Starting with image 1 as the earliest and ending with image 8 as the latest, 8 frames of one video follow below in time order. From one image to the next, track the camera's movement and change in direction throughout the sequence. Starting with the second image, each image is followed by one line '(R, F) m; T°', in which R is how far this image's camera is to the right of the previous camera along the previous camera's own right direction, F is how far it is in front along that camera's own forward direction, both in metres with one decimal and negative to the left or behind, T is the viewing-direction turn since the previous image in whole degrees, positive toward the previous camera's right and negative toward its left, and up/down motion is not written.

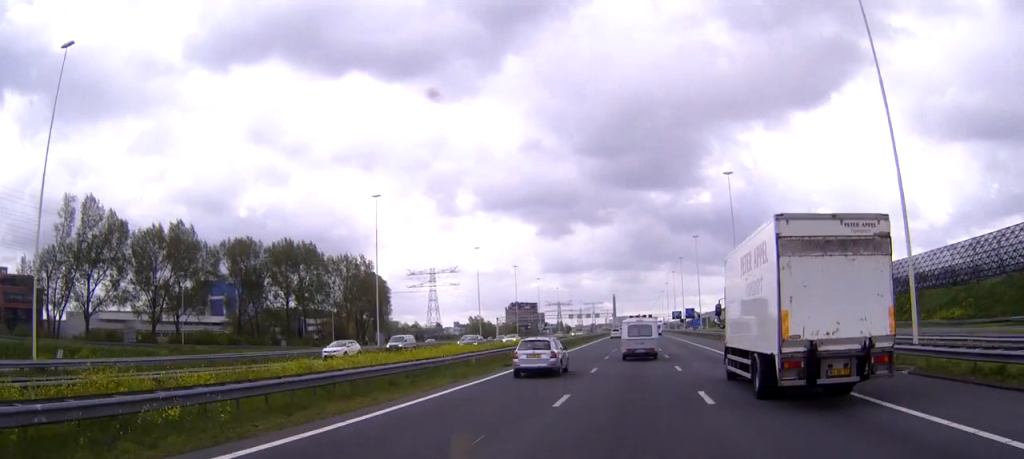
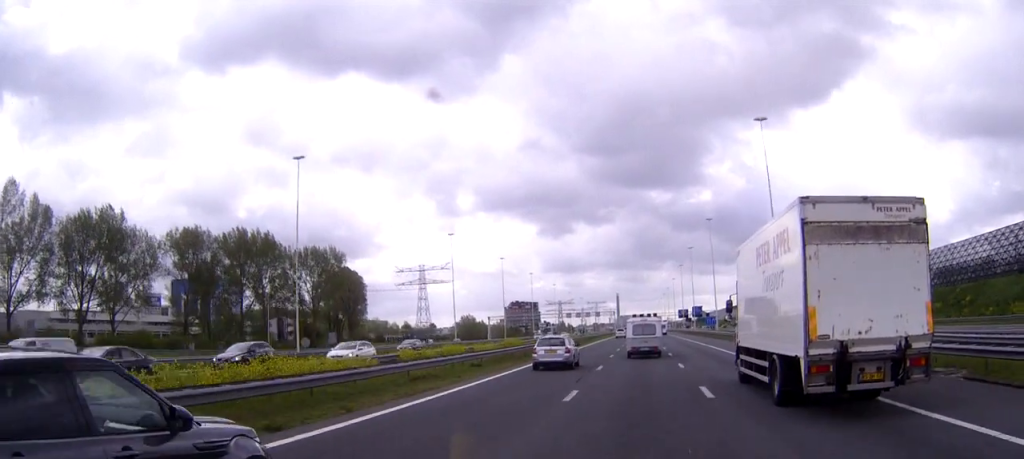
(0.0, +24.3) m; 0°
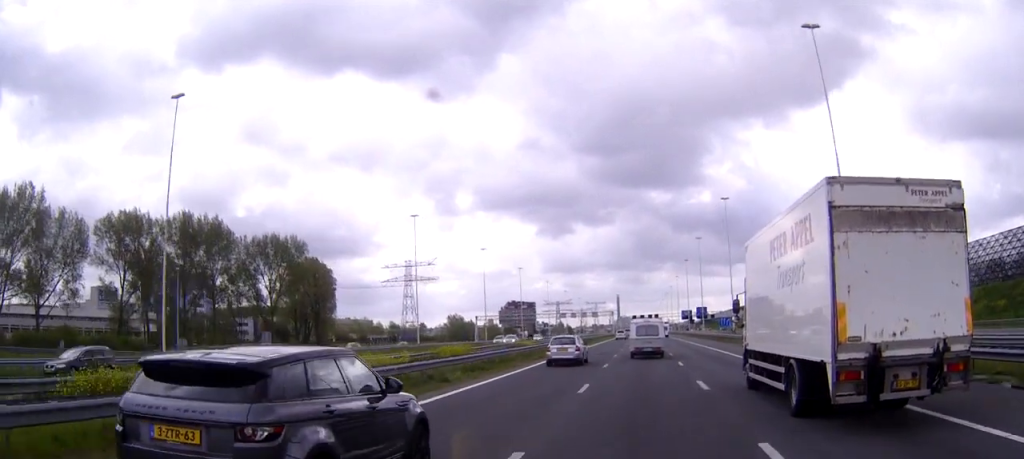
(0.0, +22.7) m; 0°
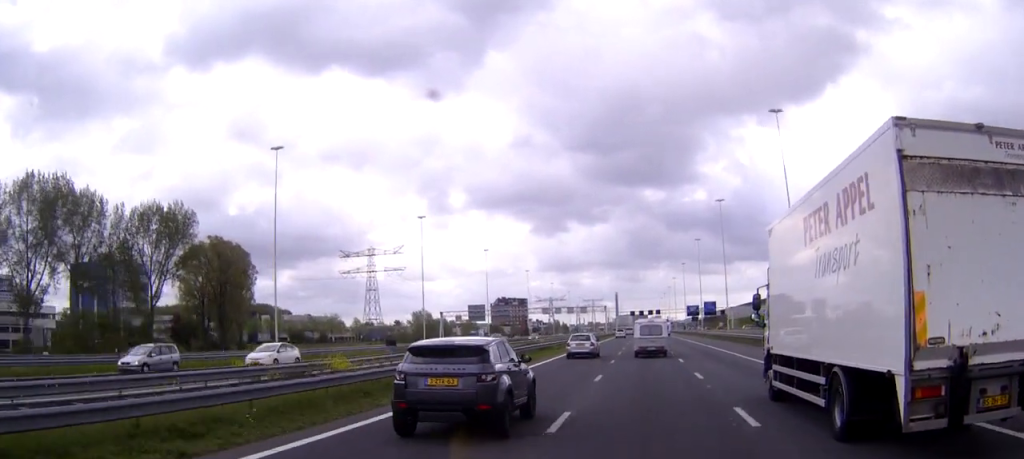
(-0.1, +44.7) m; 0°
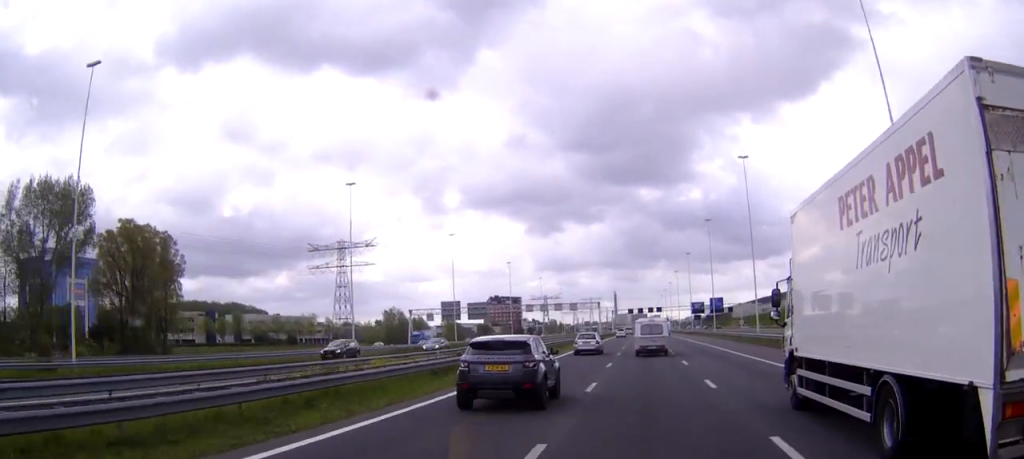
(0.0, +28.6) m; 0°
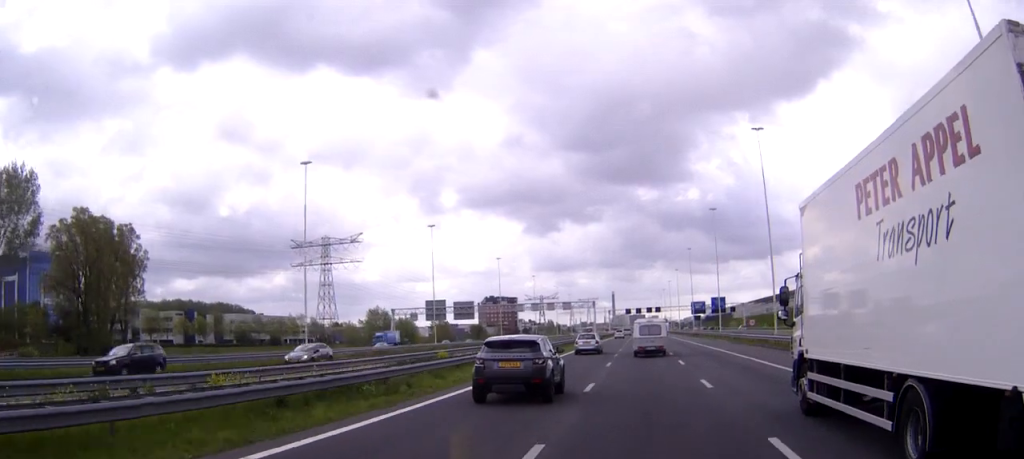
(0.0, +12.2) m; 0°
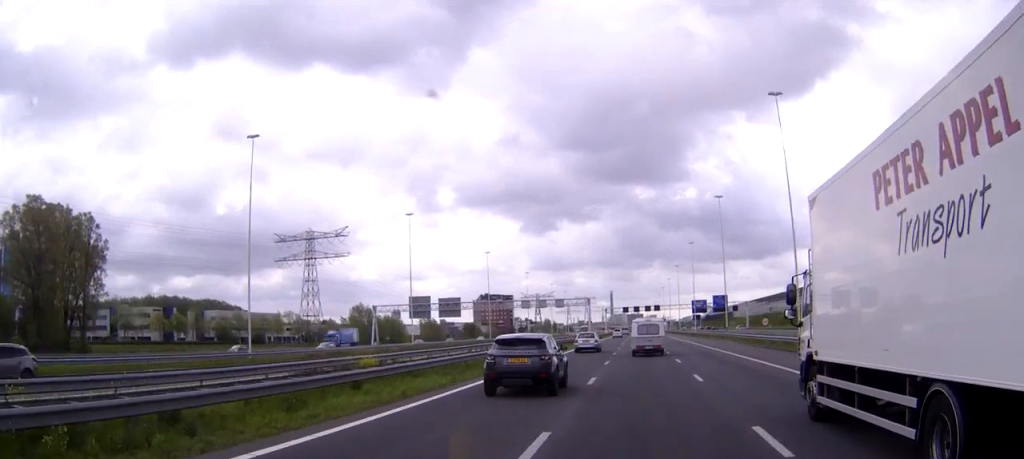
(0.0, +11.3) m; 0°
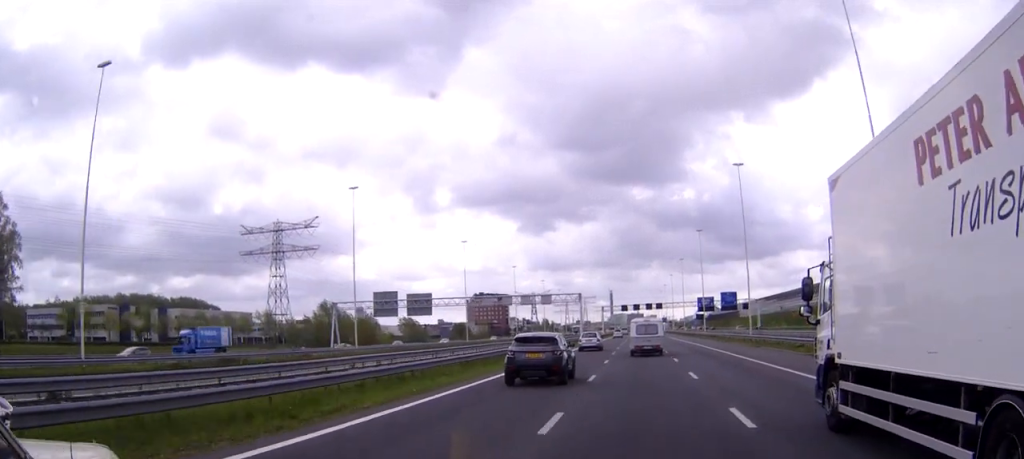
(0.0, +22.7) m; 0°
